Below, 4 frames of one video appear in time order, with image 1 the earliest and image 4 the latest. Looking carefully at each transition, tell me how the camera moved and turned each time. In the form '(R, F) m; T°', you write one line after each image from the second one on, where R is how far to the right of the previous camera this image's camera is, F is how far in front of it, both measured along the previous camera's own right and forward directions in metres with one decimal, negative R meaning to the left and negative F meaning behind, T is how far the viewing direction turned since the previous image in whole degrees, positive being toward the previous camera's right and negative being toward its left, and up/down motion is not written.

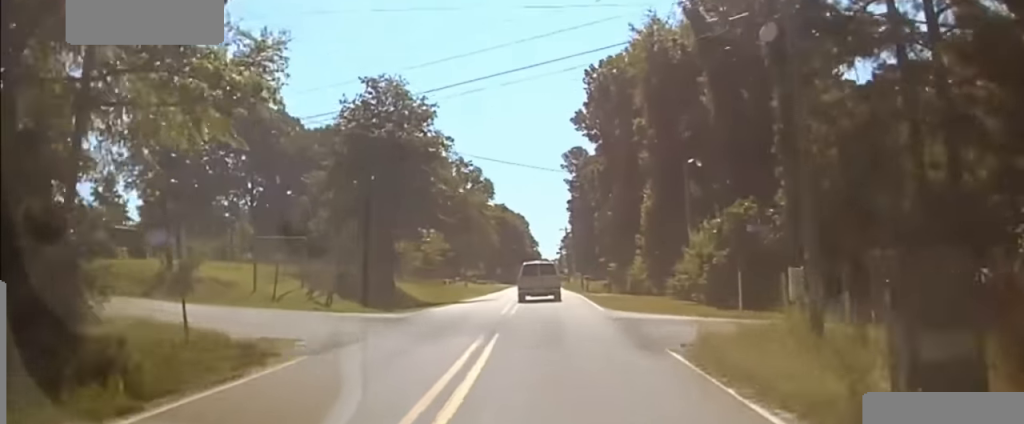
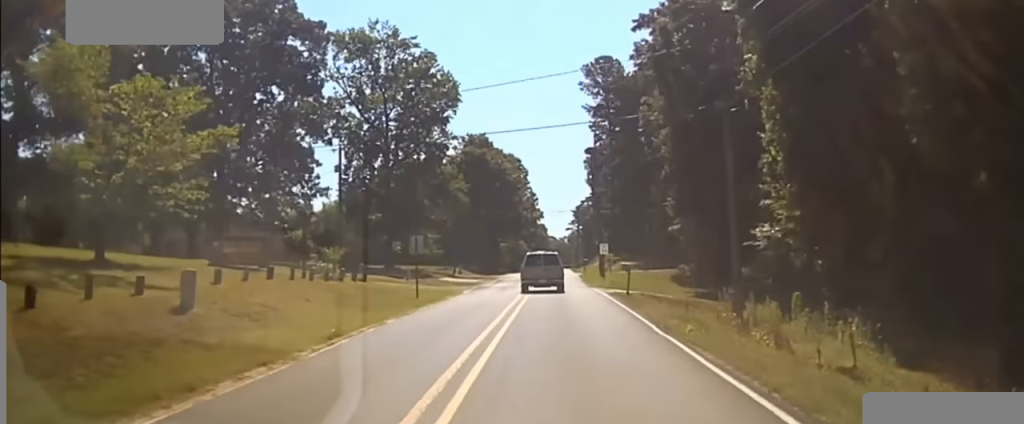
(0.0, +70.5) m; 0°
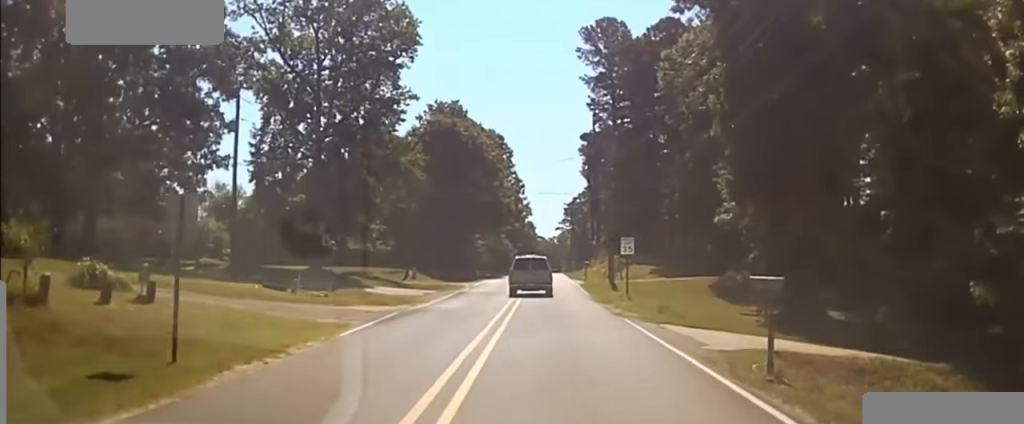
(0.0, +22.1) m; 0°
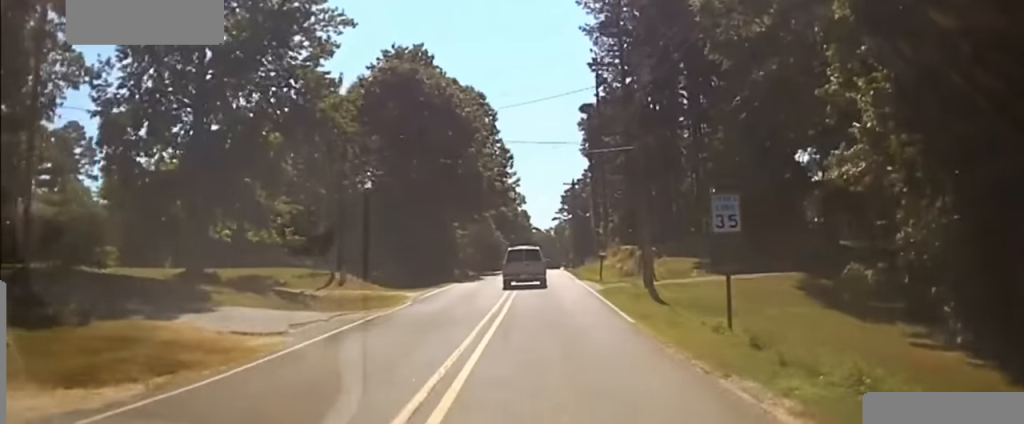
(0.0, +19.4) m; 0°
